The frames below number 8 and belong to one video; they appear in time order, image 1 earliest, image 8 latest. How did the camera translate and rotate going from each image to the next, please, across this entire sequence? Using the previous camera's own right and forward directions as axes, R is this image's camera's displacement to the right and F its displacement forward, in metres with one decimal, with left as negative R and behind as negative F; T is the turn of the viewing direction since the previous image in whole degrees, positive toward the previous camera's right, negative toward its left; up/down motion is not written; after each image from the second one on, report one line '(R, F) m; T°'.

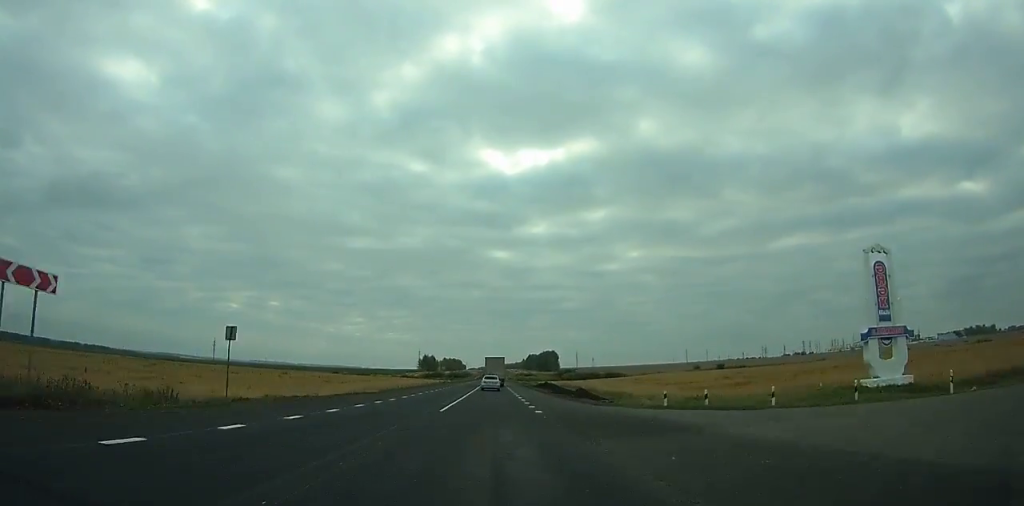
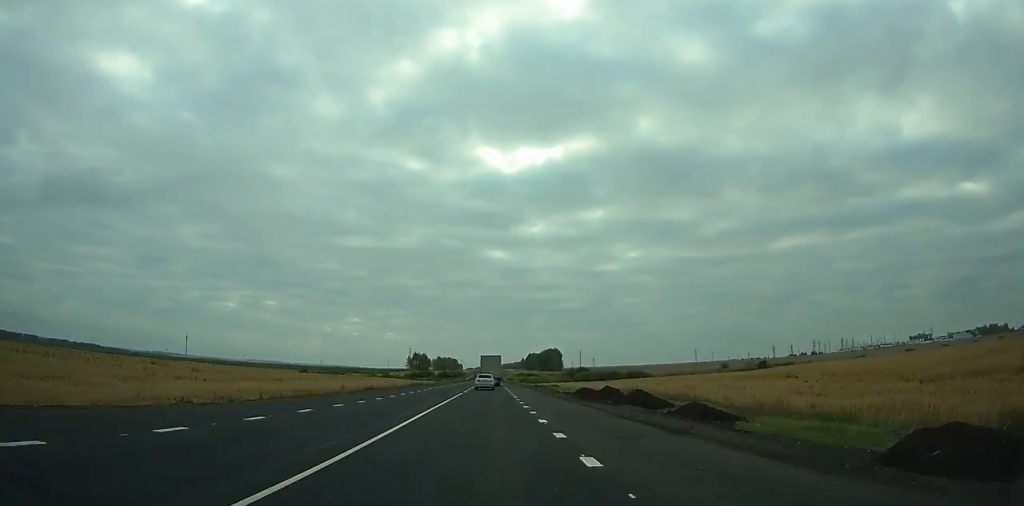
(0.0, +47.4) m; 0°
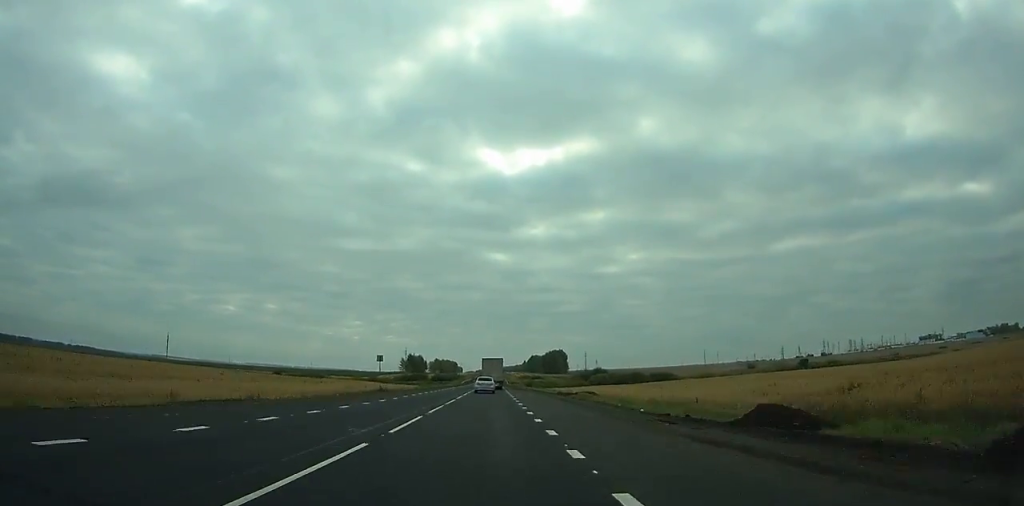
(+0.1, +30.9) m; 0°
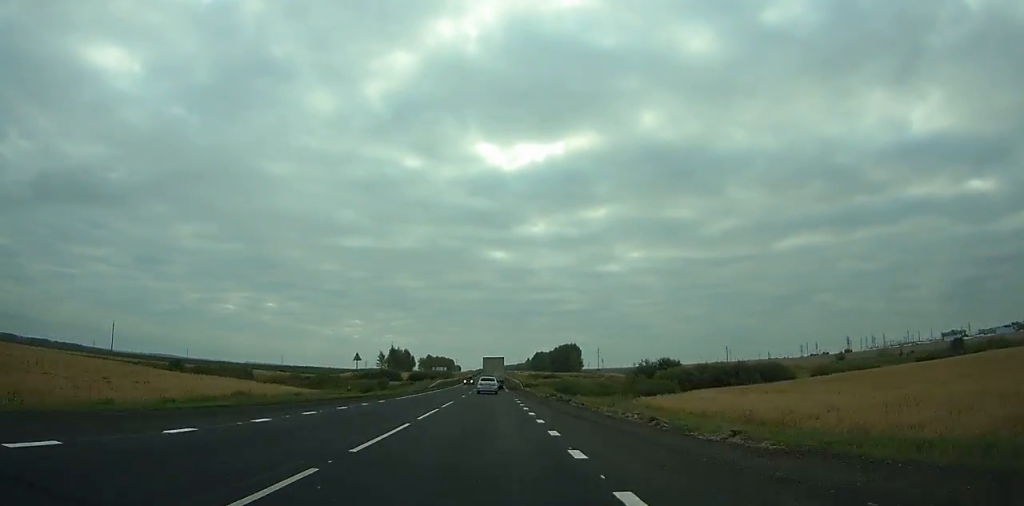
(-0.1, +74.0) m; 0°
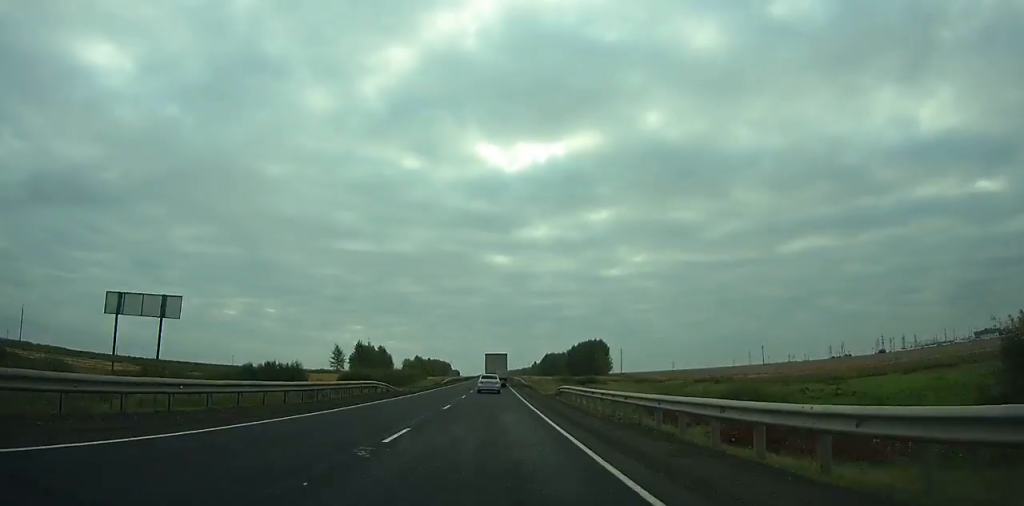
(-0.3, +87.8) m; 0°
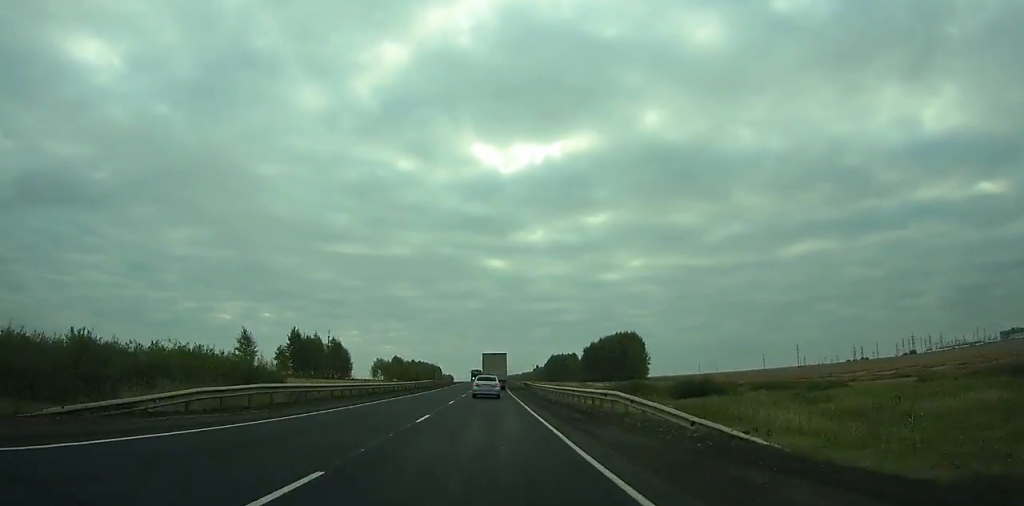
(+0.1, +76.0) m; 0°
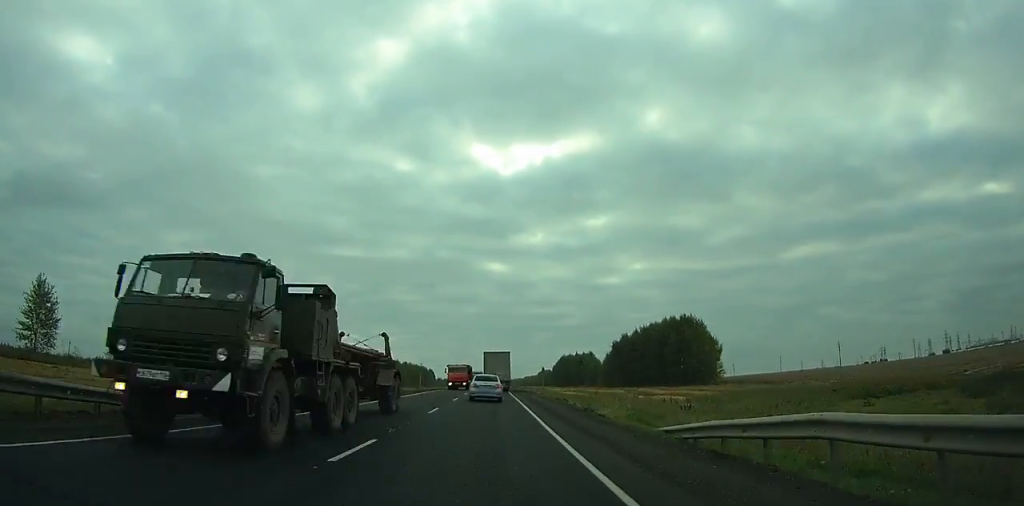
(+0.1, +66.7) m; 0°
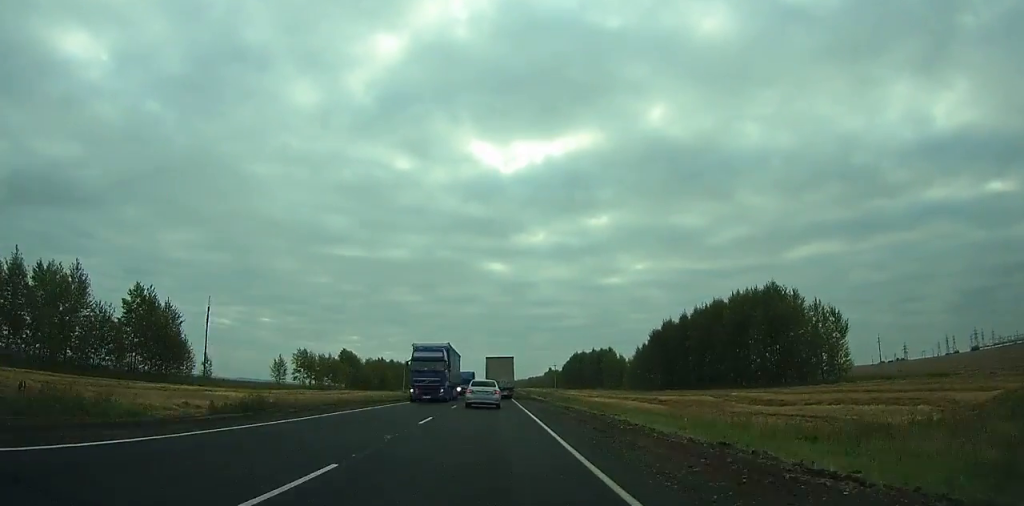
(-0.1, +50.6) m; 0°
